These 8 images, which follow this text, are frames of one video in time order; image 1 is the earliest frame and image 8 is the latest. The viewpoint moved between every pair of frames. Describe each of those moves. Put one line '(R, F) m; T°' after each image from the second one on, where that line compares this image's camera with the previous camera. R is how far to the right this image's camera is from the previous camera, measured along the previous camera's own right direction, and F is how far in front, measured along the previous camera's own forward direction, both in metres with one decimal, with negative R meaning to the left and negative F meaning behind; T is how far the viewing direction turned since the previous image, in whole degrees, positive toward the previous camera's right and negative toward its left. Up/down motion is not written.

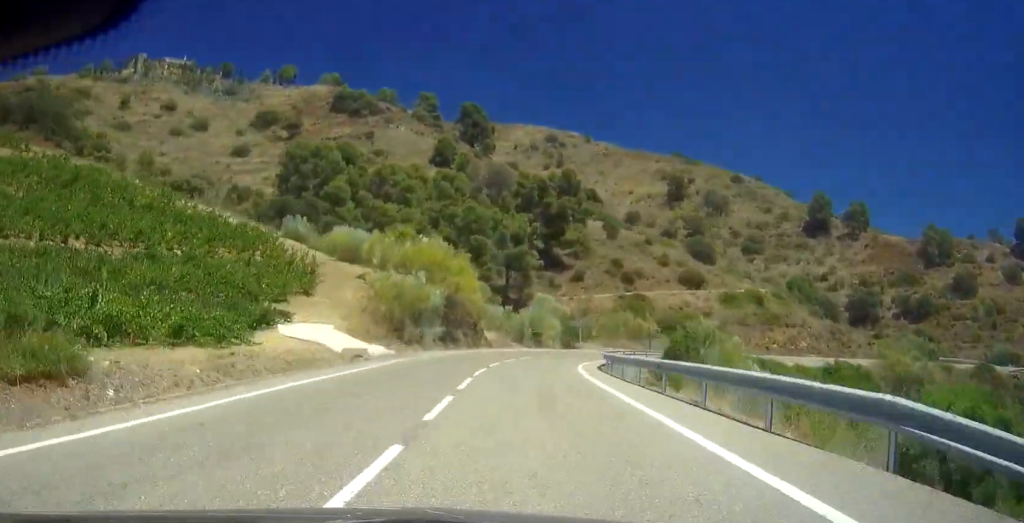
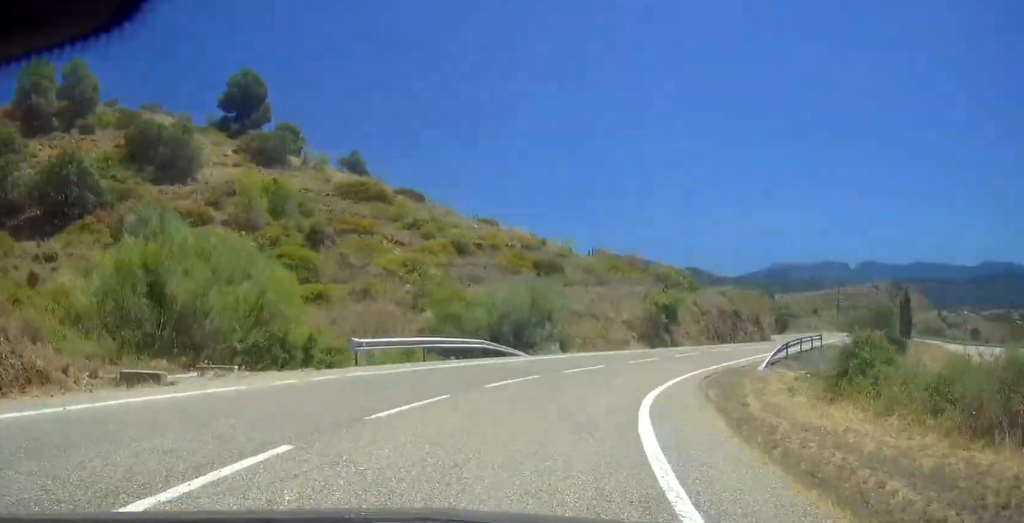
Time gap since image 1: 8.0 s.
(+40.1, +87.6) m; +70°
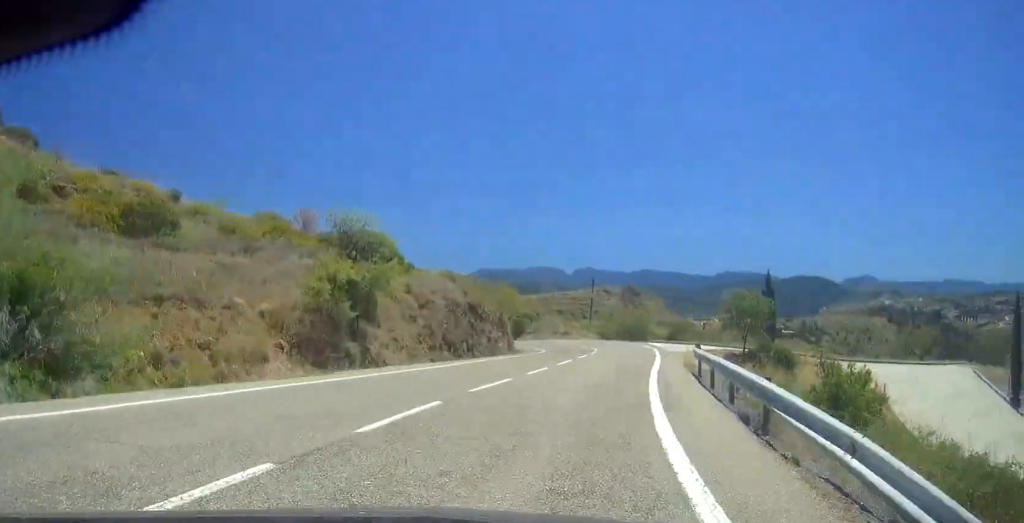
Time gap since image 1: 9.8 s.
(+8.5, +23.1) m; +7°
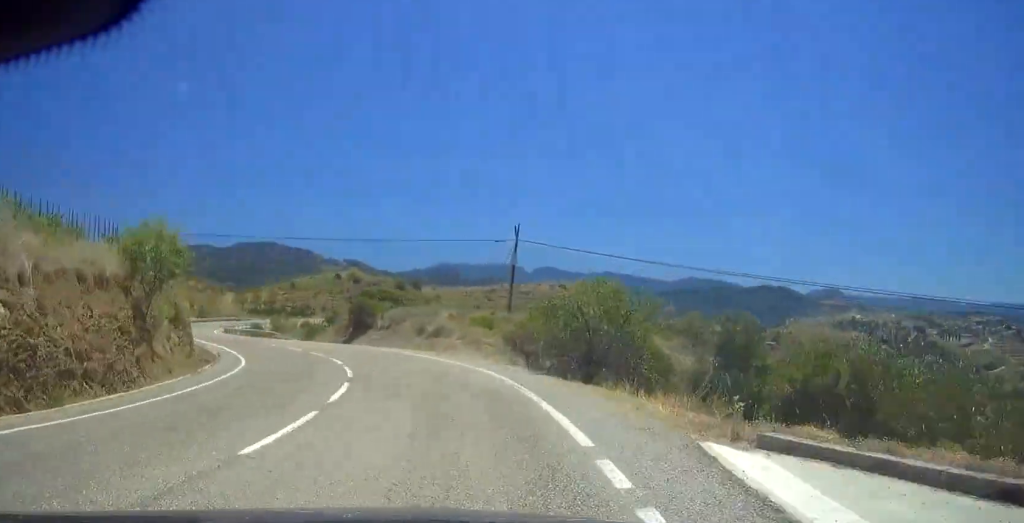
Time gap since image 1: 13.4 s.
(+4.8, +52.3) m; -2°
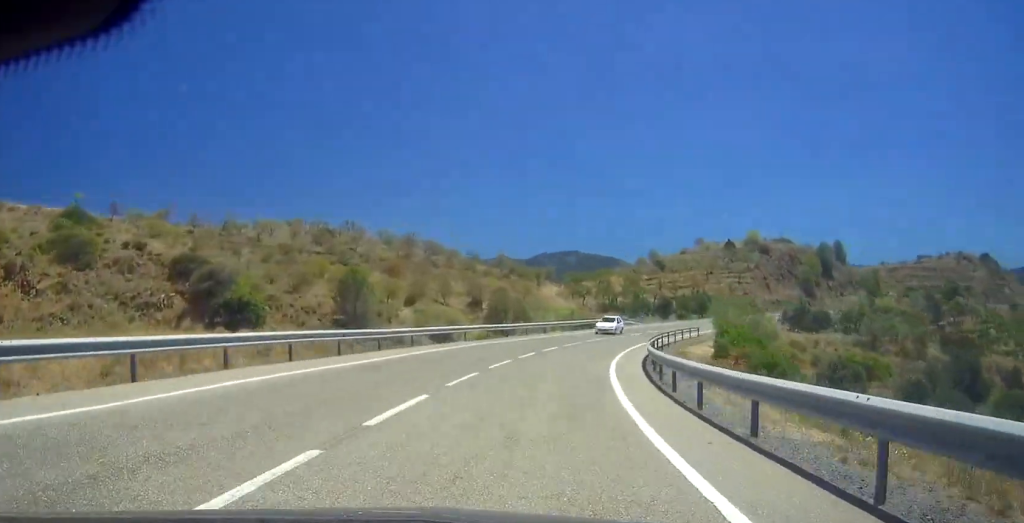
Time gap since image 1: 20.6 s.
(-14.7, +112.6) m; +3°
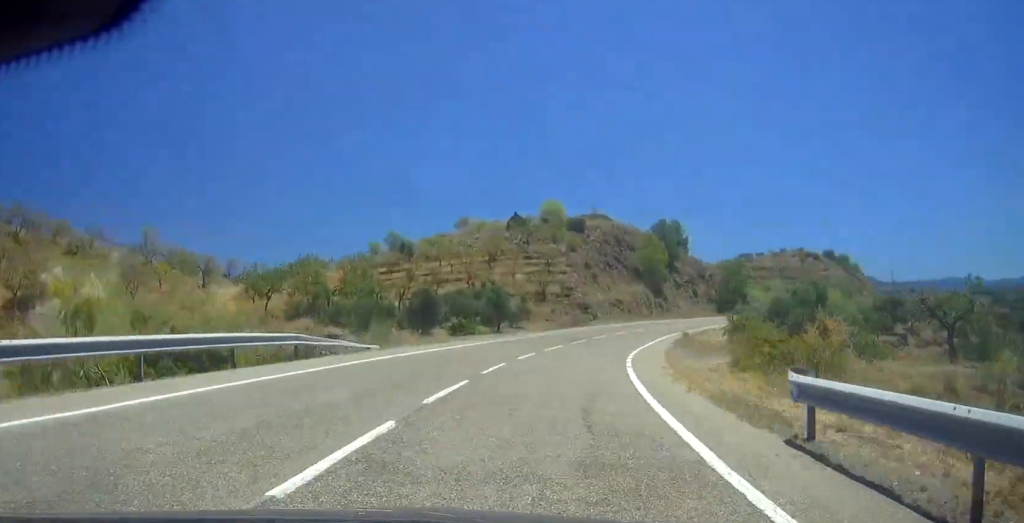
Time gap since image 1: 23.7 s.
(+4.8, +52.6) m; +18°
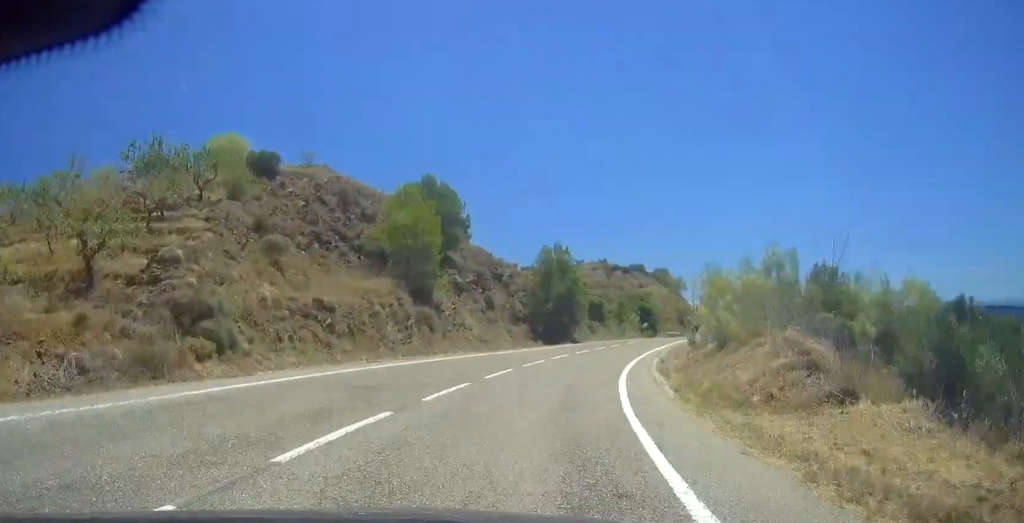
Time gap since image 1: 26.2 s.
(+9.7, +46.0) m; +13°
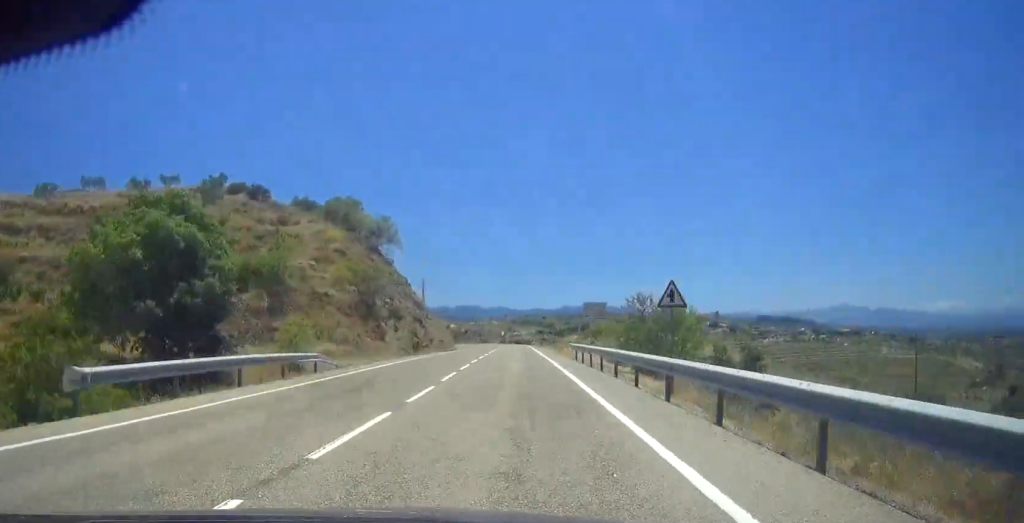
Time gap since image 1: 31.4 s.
(+16.5, +91.3) m; +14°
